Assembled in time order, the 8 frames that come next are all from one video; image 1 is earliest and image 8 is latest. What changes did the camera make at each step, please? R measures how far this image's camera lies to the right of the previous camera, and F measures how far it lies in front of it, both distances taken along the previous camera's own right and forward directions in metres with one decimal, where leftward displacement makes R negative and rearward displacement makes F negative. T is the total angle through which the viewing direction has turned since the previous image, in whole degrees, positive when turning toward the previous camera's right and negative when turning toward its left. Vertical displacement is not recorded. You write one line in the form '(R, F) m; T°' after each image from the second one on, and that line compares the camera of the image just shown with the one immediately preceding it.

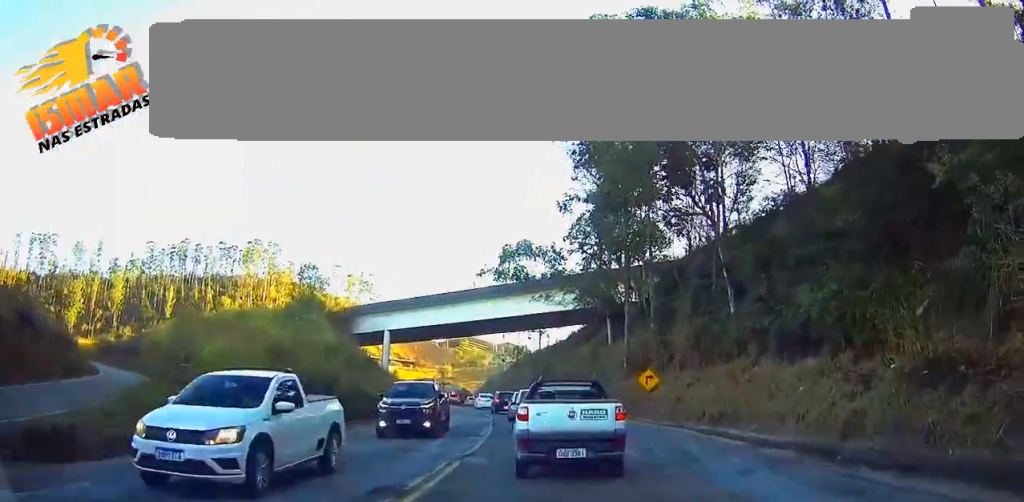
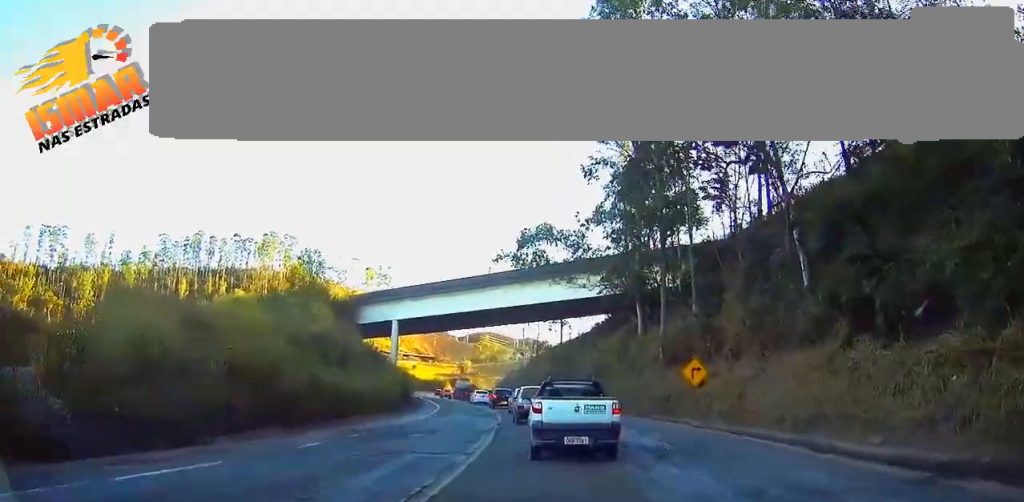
(-0.1, +6.2) m; -1°
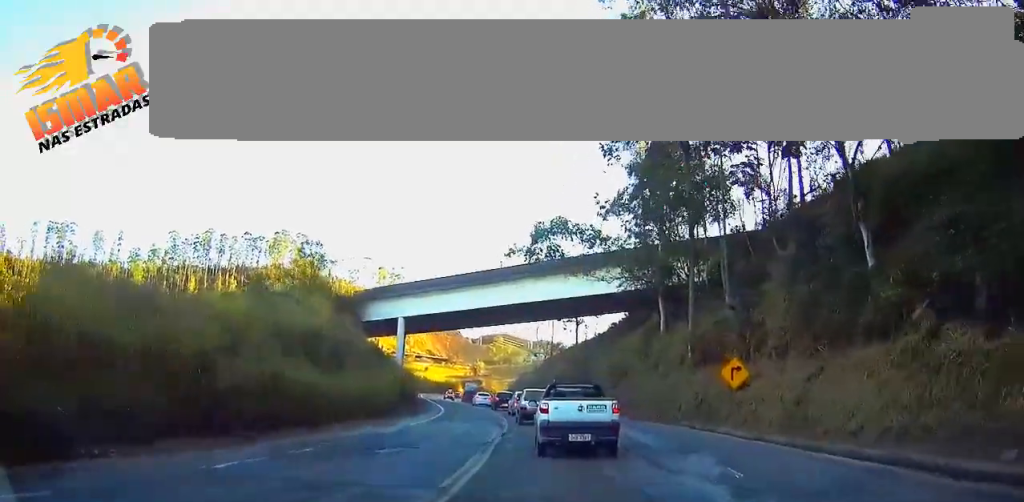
(0.0, +3.6) m; 0°
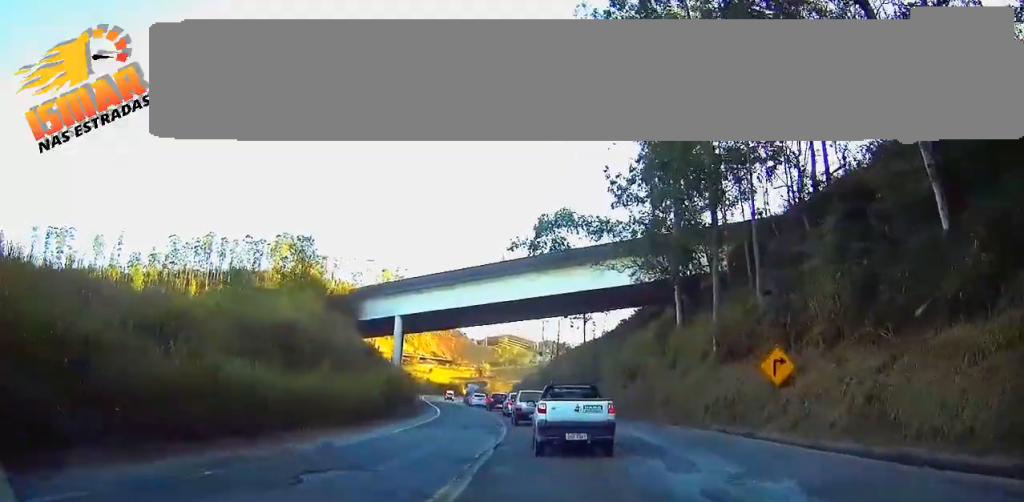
(0.0, +3.6) m; -3°
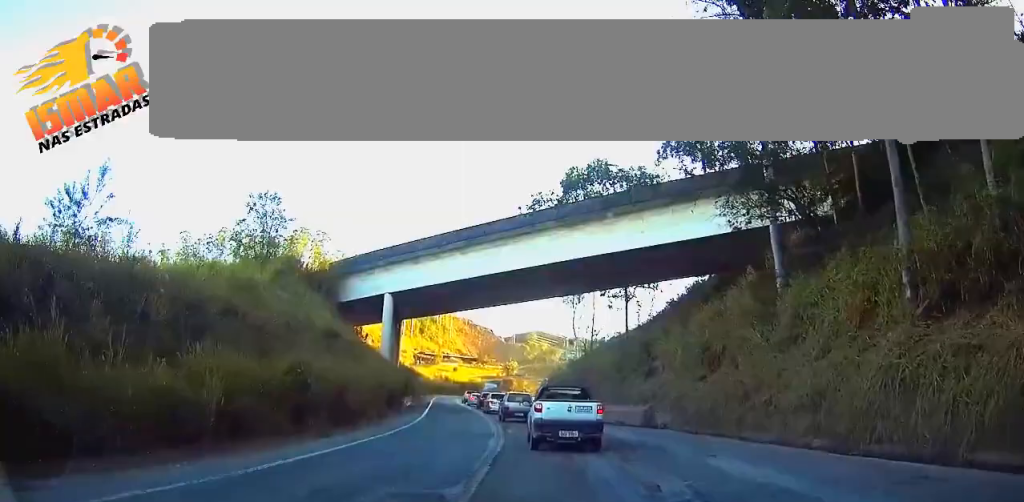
(-1.0, +14.8) m; -2°
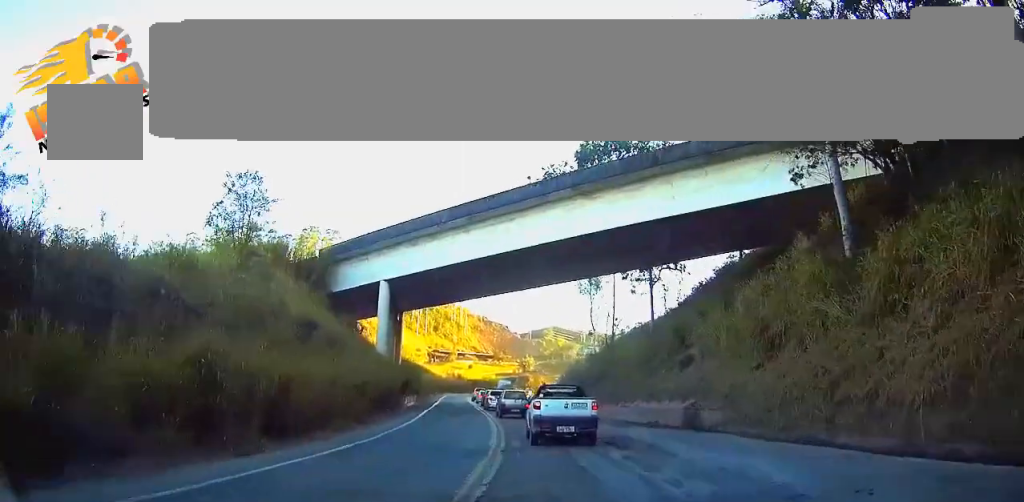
(+0.2, +6.5) m; +1°
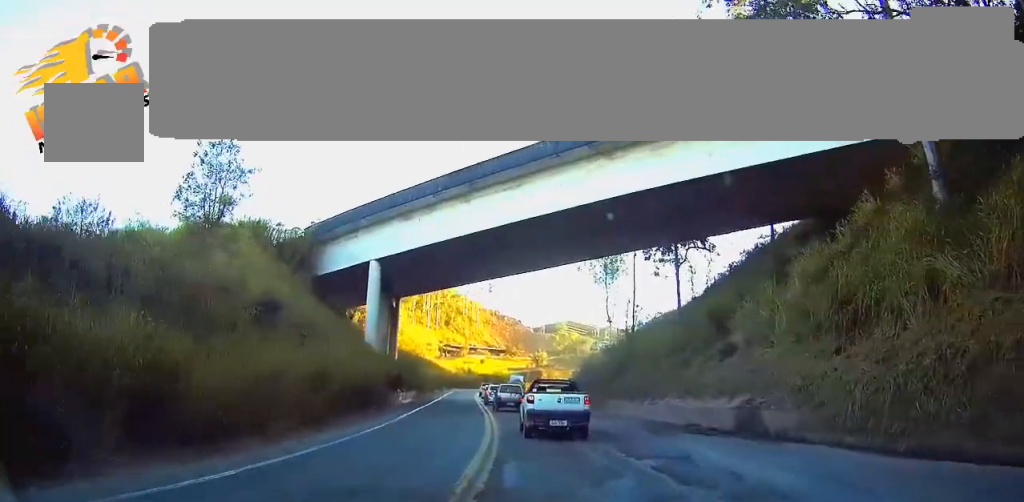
(0.0, +6.5) m; -1°
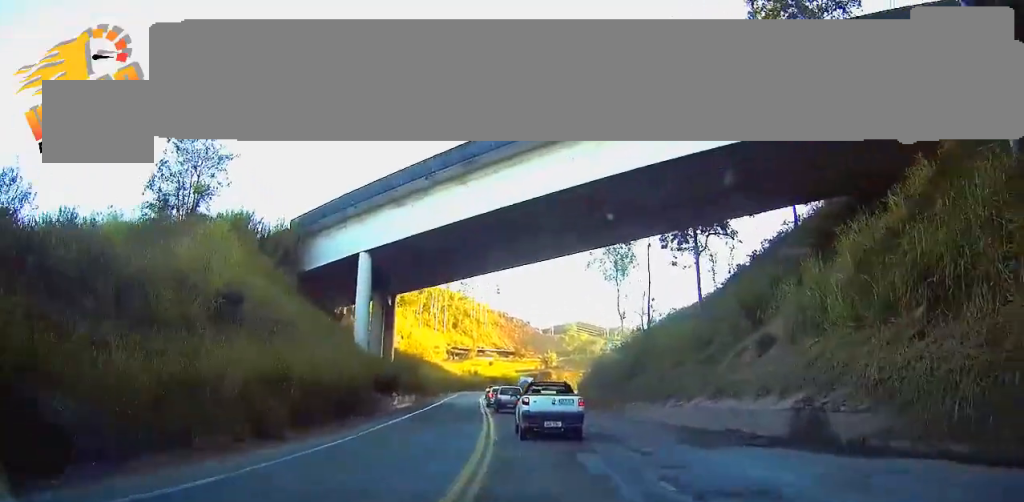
(0.0, +4.4) m; -1°
